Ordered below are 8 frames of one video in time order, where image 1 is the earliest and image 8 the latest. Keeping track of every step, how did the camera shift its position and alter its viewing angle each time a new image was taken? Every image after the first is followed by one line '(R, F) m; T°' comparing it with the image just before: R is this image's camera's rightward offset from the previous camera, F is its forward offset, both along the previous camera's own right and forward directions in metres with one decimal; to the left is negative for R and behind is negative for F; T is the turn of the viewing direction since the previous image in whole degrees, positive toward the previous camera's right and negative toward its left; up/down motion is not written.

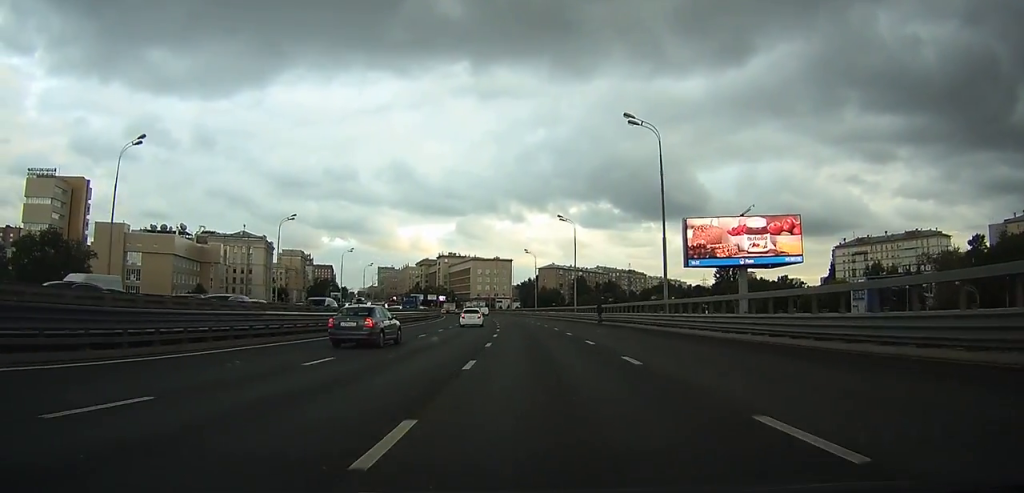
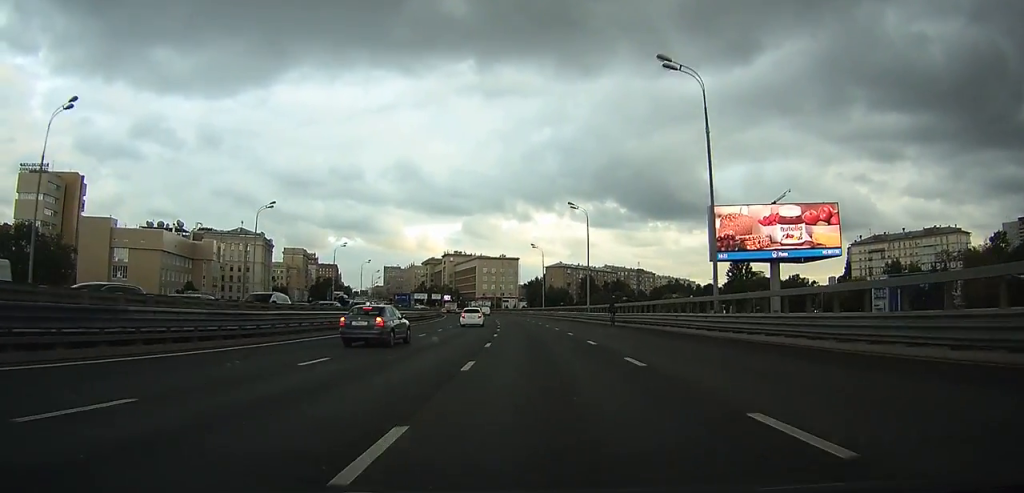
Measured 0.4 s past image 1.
(0.0, +8.6) m; -1°
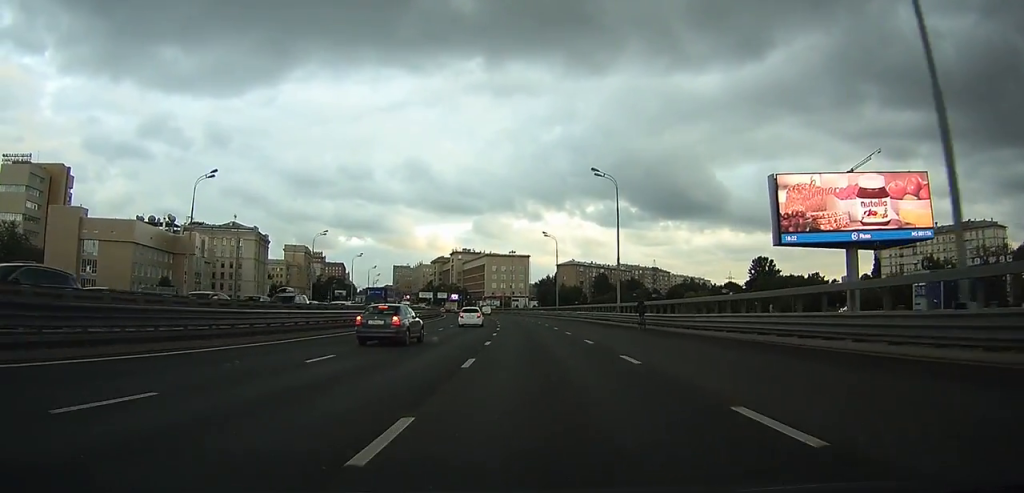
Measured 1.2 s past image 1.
(-0.1, +15.8) m; -1°
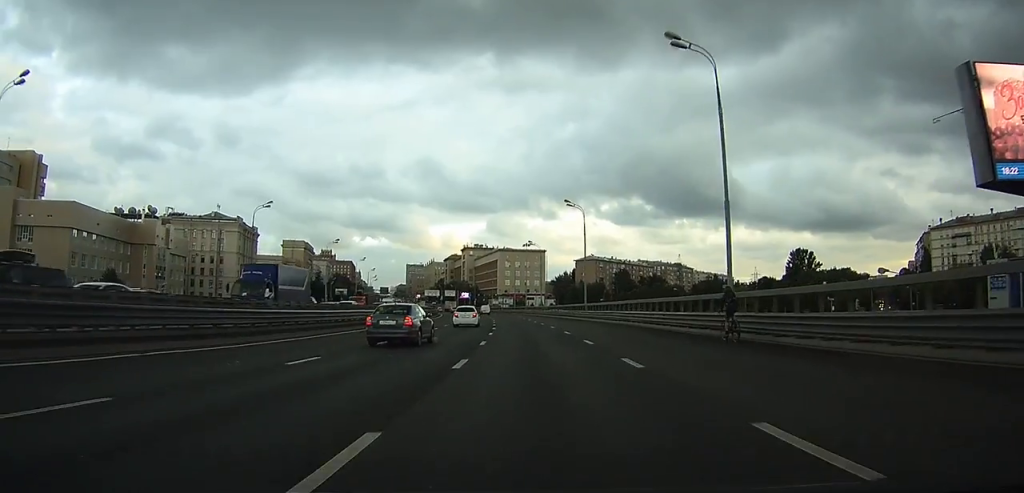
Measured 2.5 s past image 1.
(-0.5, +25.5) m; -2°
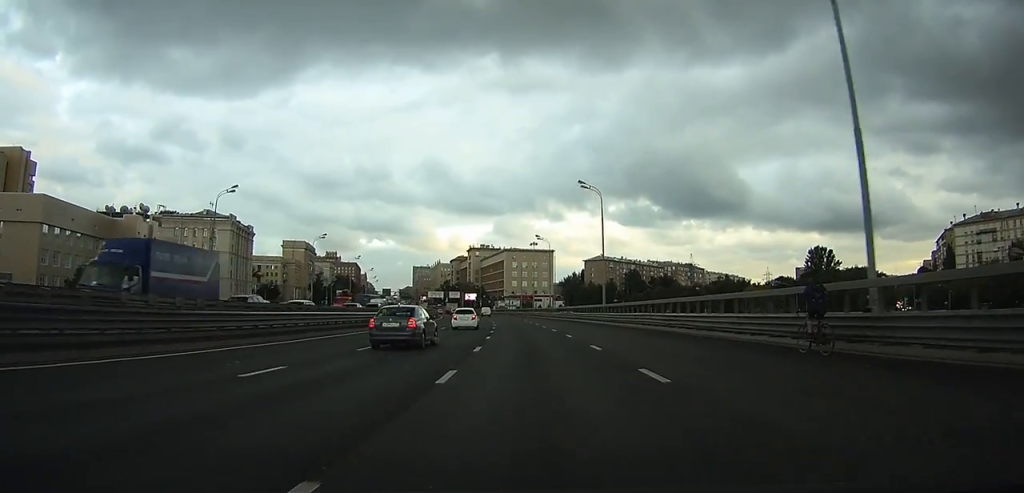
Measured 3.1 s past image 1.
(0.0, +10.4) m; 0°
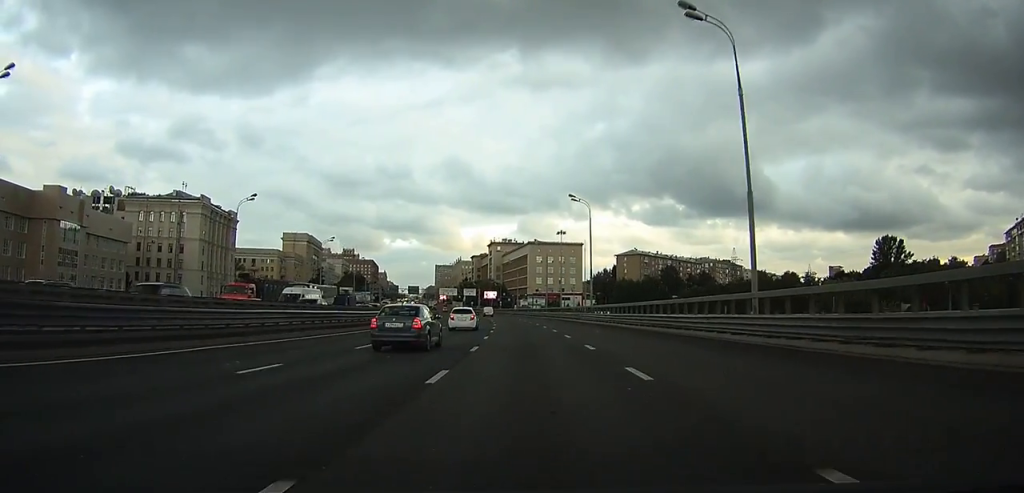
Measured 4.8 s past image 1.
(-0.6, +32.8) m; -3°
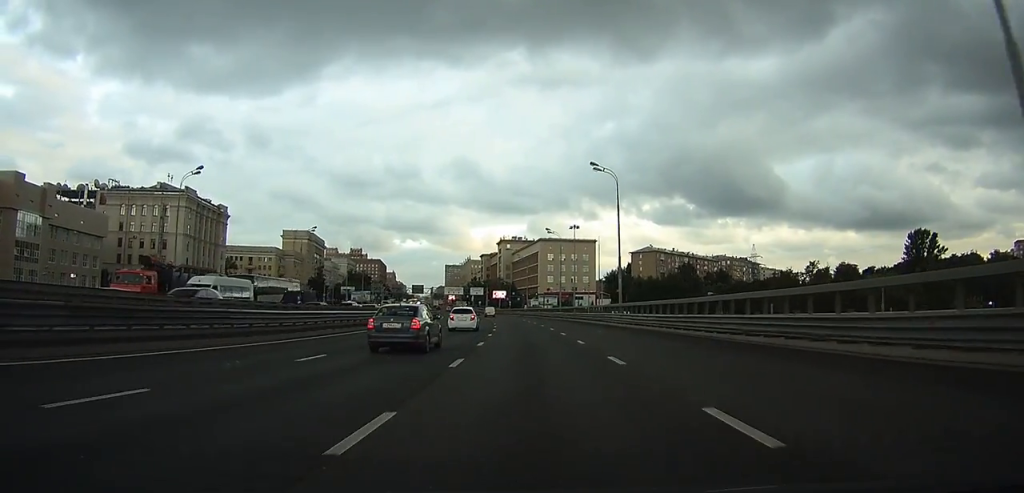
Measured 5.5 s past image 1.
(-0.1, +13.4) m; -1°
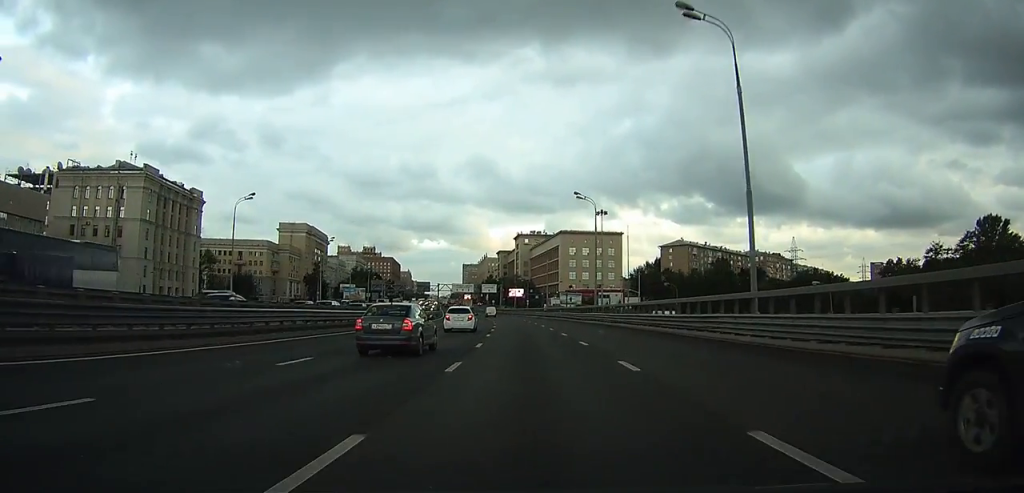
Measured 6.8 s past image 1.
(-0.7, +26.1) m; -2°
